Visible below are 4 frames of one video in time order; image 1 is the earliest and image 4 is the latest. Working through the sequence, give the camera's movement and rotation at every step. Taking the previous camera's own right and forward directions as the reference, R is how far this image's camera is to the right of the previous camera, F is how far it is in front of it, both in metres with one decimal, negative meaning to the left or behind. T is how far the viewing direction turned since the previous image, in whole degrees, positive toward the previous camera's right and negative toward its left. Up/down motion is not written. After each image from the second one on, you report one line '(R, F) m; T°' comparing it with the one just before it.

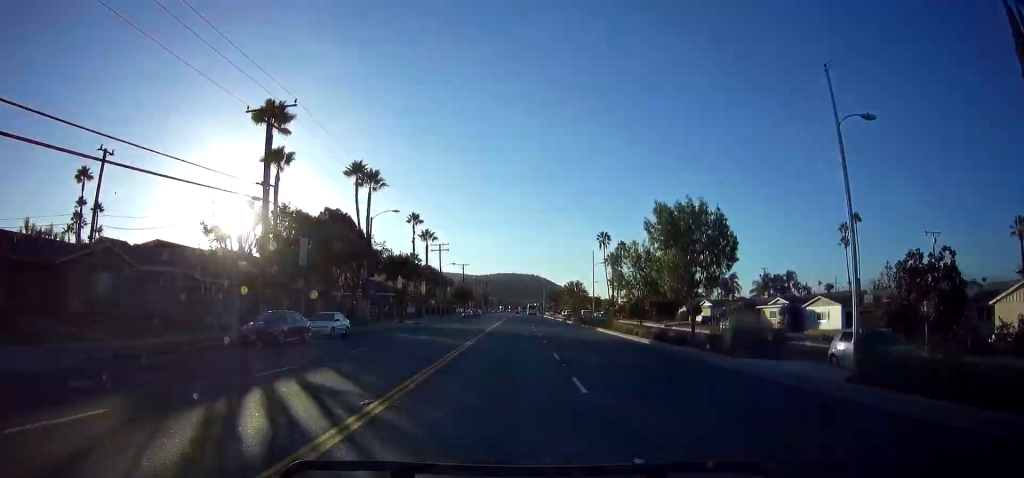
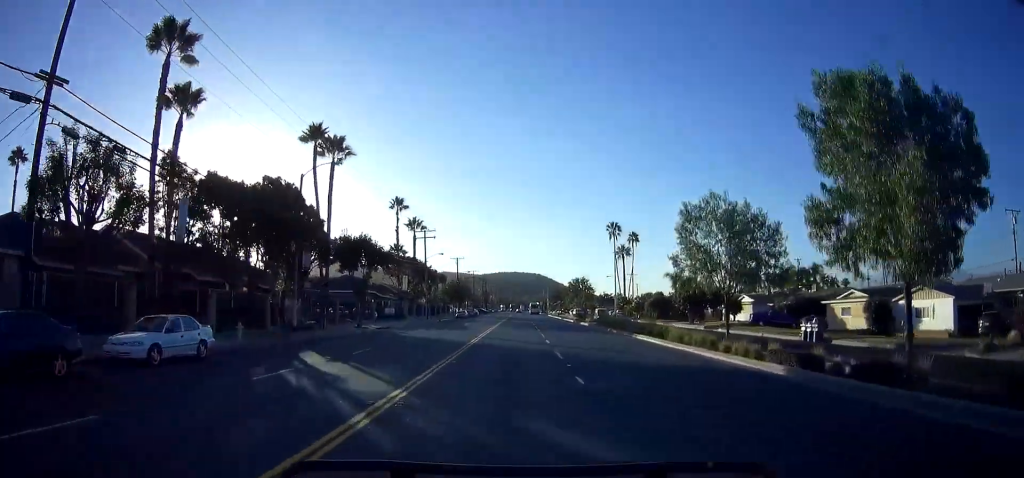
(0.0, +14.8) m; +1°
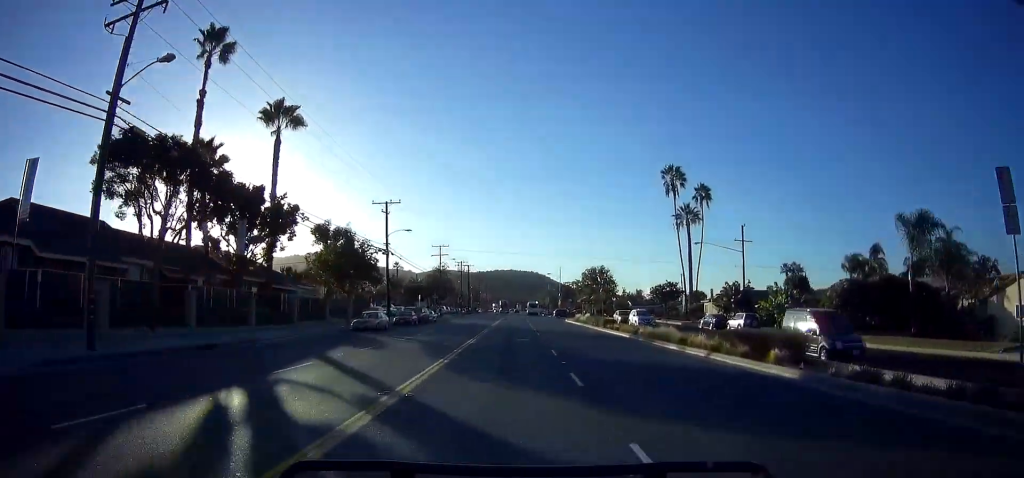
(-0.3, +57.2) m; -1°
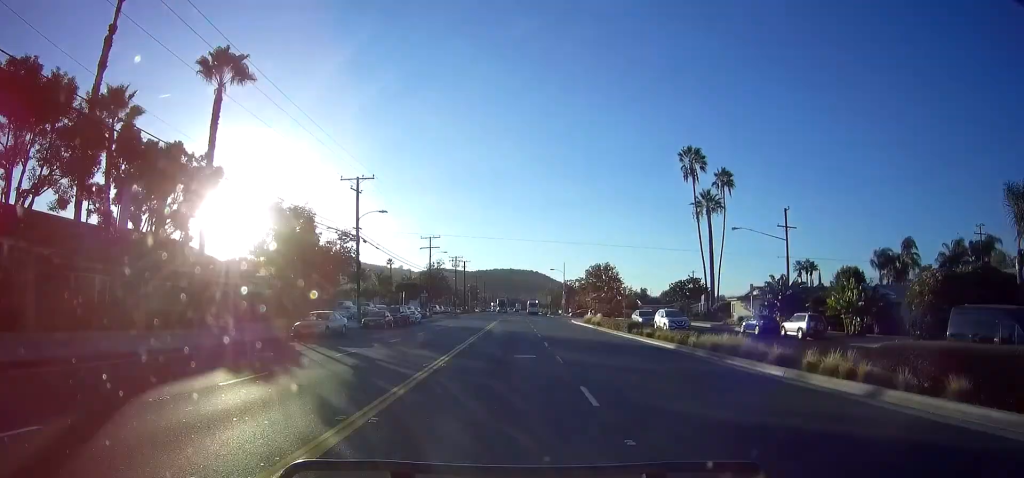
(-0.3, +9.8) m; 0°
